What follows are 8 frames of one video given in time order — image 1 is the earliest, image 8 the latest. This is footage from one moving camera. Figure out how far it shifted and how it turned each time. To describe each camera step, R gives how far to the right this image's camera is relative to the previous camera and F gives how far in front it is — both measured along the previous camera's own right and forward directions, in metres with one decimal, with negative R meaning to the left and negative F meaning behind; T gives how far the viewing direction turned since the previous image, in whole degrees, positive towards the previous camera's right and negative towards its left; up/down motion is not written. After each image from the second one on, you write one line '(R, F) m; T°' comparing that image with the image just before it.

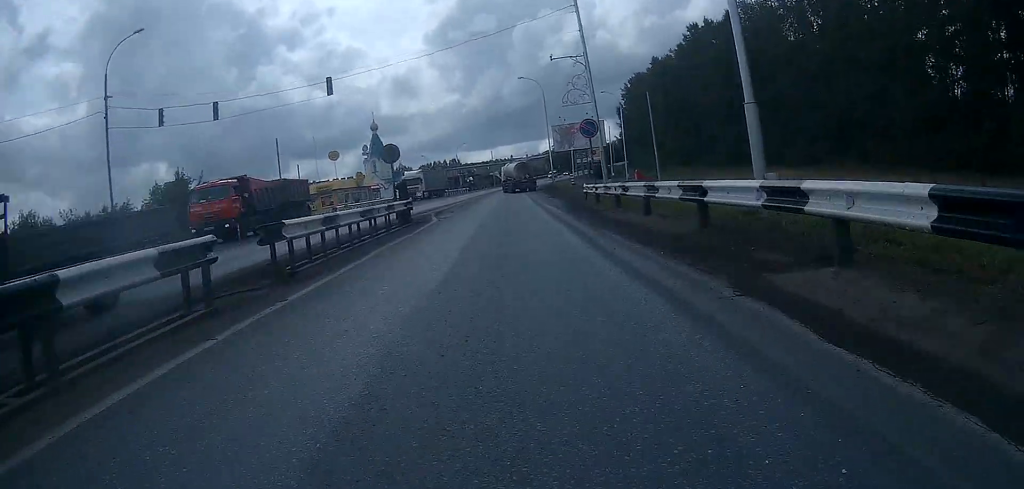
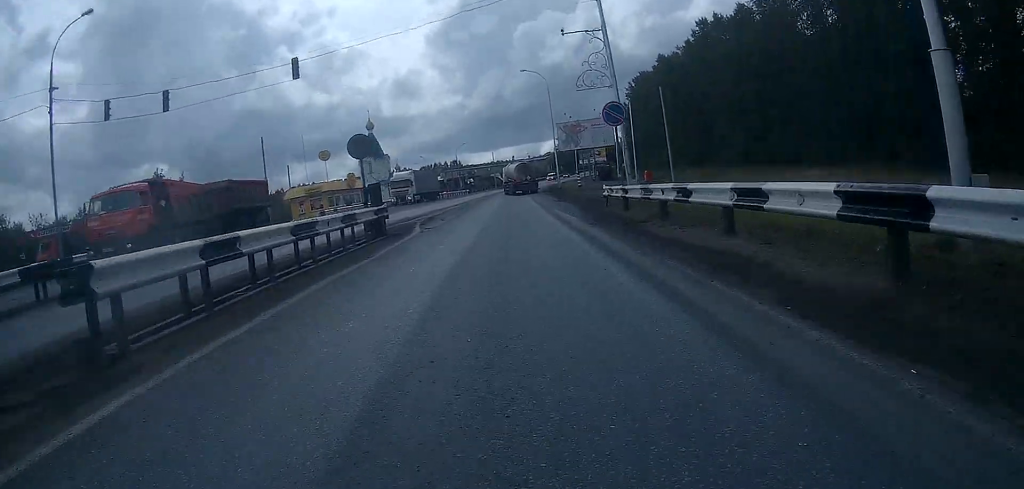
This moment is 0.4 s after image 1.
(0.0, +4.9) m; 0°
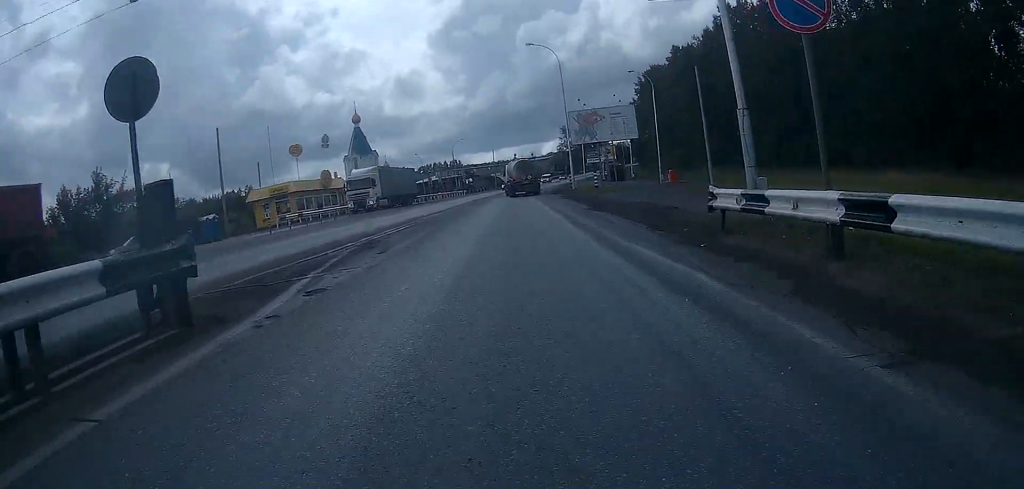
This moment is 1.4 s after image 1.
(-0.1, +11.2) m; -1°
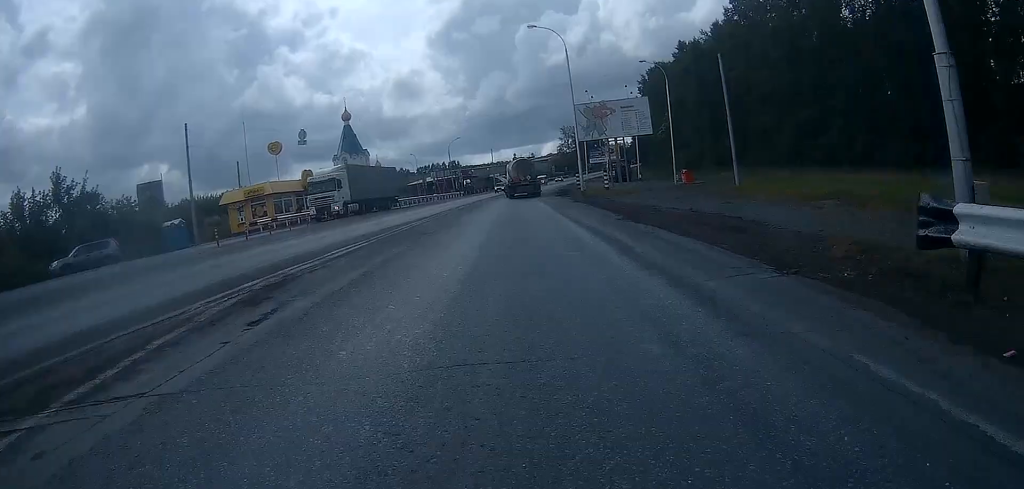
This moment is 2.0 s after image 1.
(0.0, +5.9) m; 0°
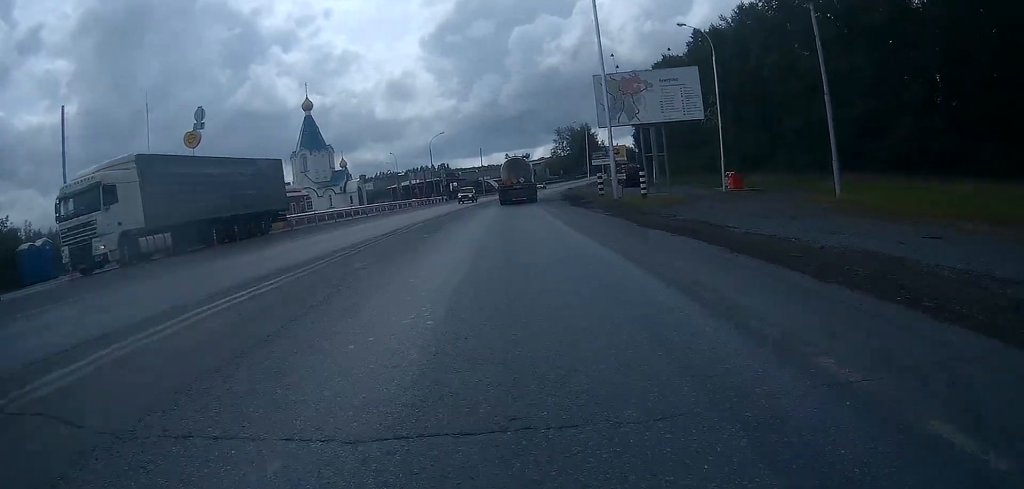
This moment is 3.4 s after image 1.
(0.0, +16.2) m; 0°
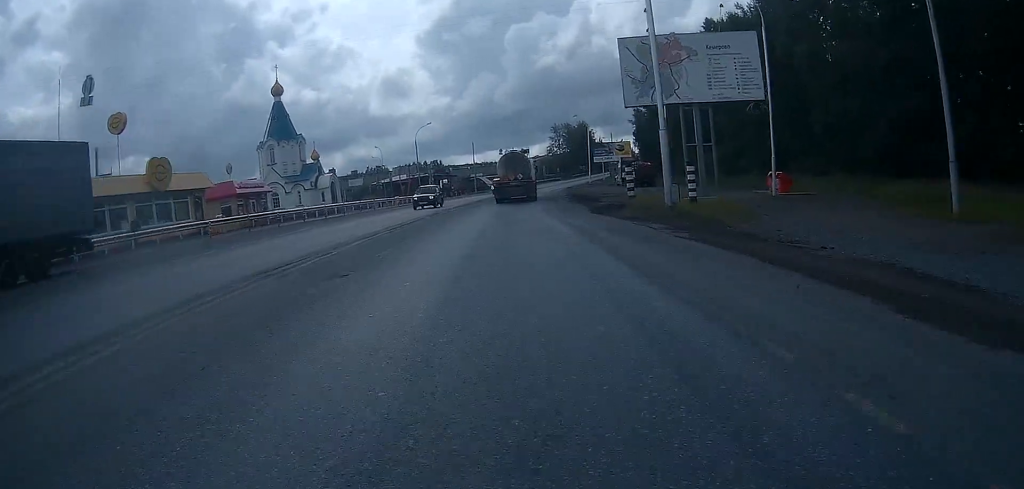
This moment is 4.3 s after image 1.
(+0.1, +10.1) m; 0°
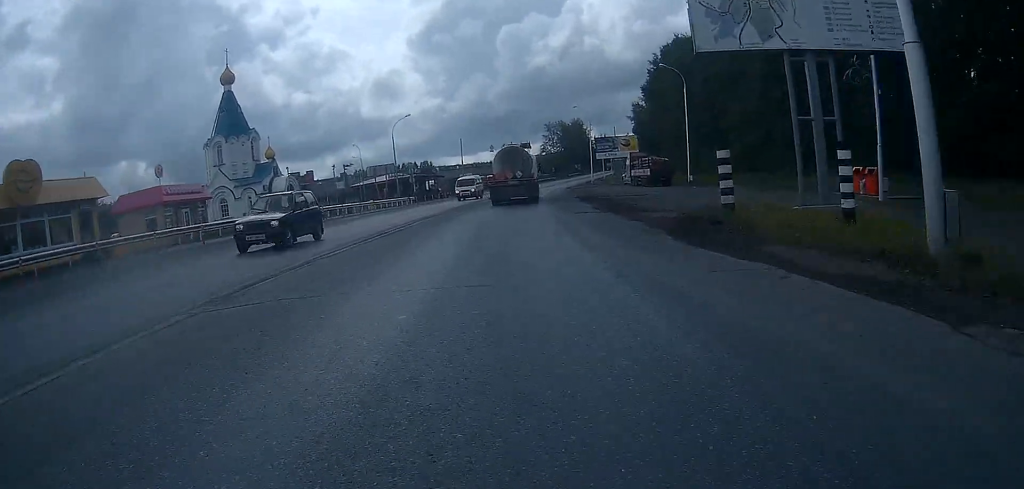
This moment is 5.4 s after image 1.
(0.0, +11.5) m; +1°
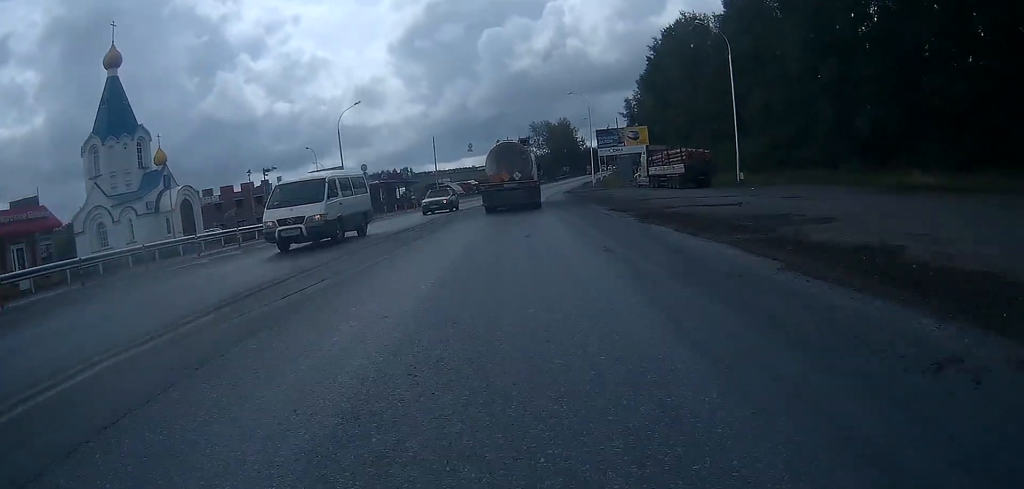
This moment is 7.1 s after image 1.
(+0.5, +15.1) m; +3°
